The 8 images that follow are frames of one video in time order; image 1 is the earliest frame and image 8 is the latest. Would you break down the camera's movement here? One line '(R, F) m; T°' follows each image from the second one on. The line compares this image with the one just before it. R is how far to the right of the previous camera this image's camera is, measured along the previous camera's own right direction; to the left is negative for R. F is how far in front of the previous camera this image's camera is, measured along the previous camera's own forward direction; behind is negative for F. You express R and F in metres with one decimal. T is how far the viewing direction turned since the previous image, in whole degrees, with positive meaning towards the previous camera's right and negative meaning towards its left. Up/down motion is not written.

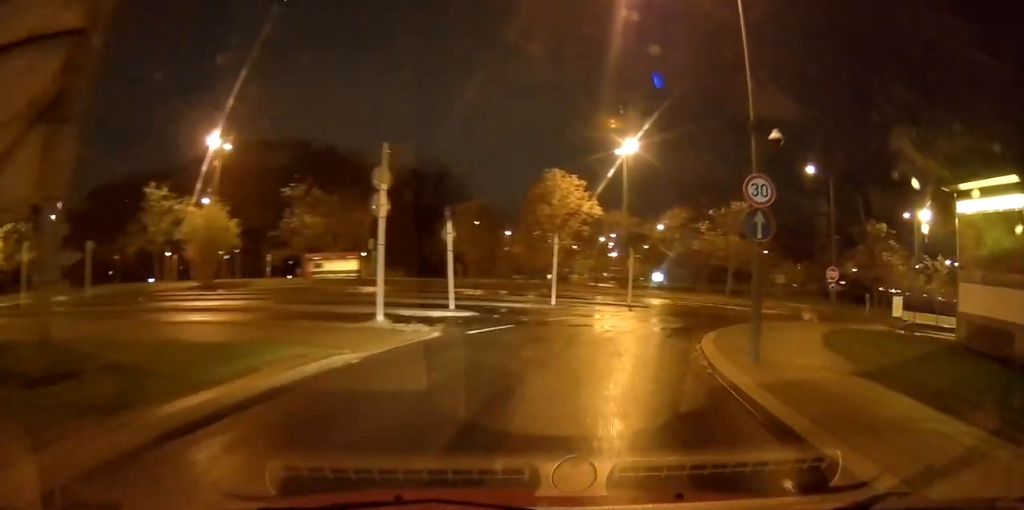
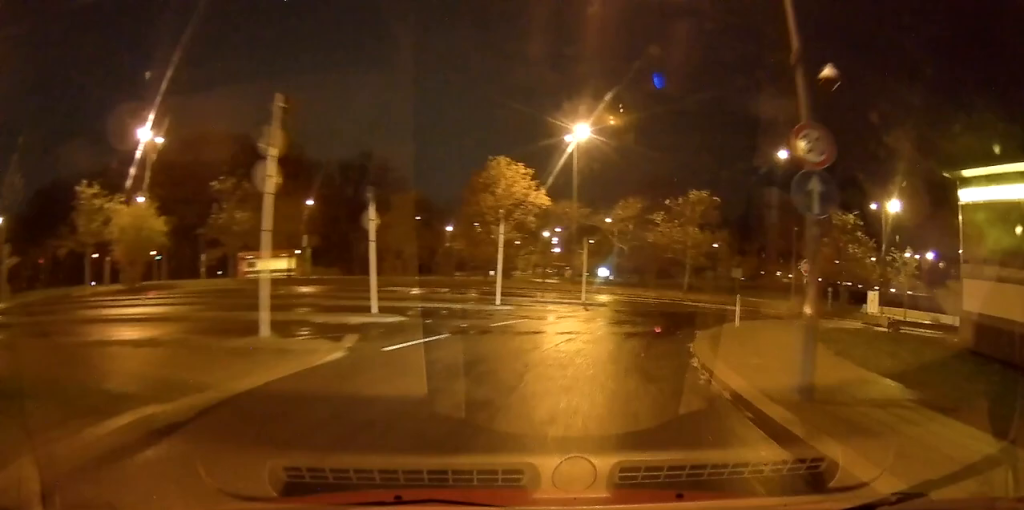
(0.0, +3.2) m; +4°
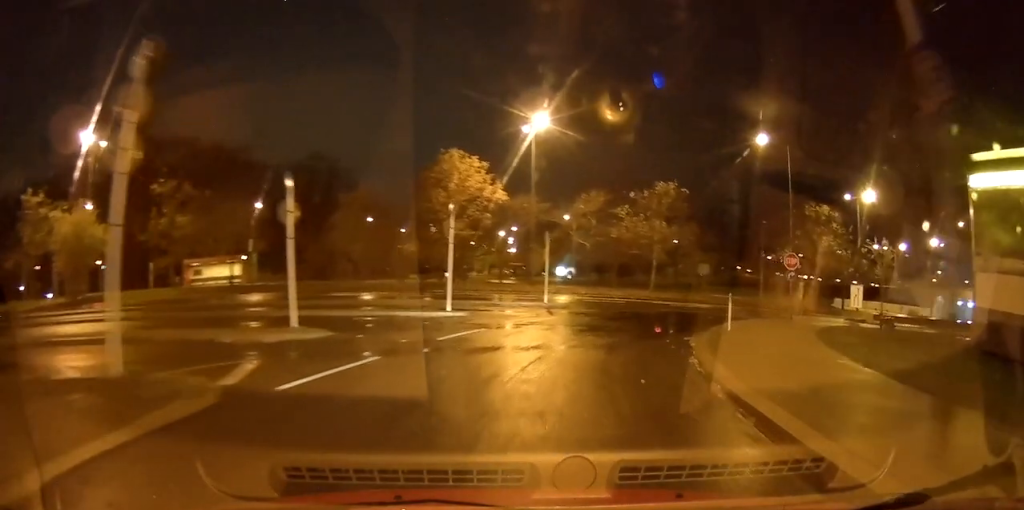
(+0.2, +2.6) m; +5°
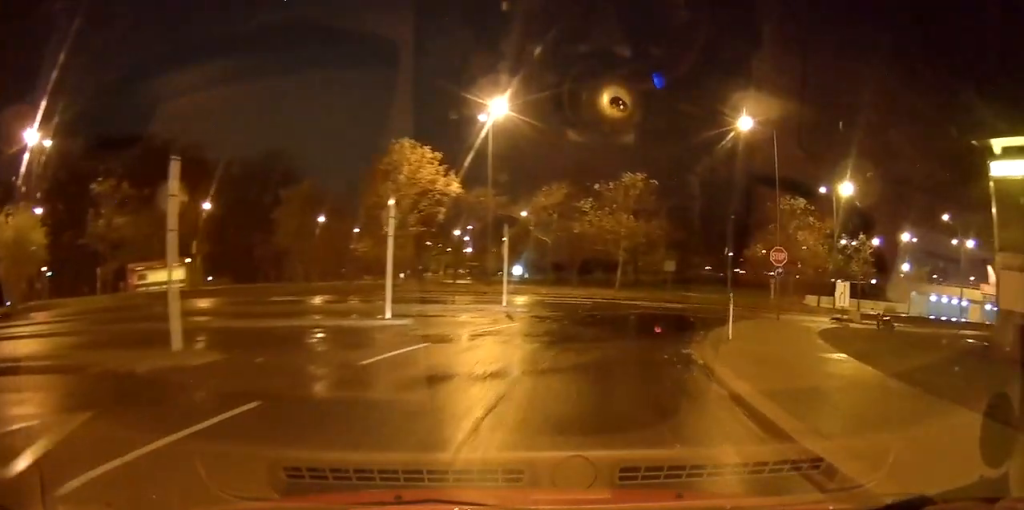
(+0.1, +3.0) m; +5°
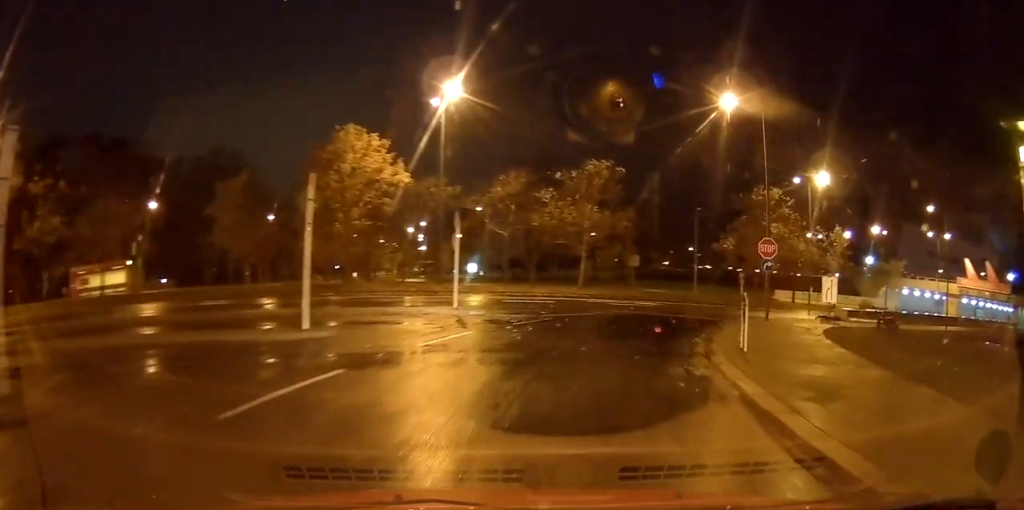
(+0.1, +4.1) m; +4°
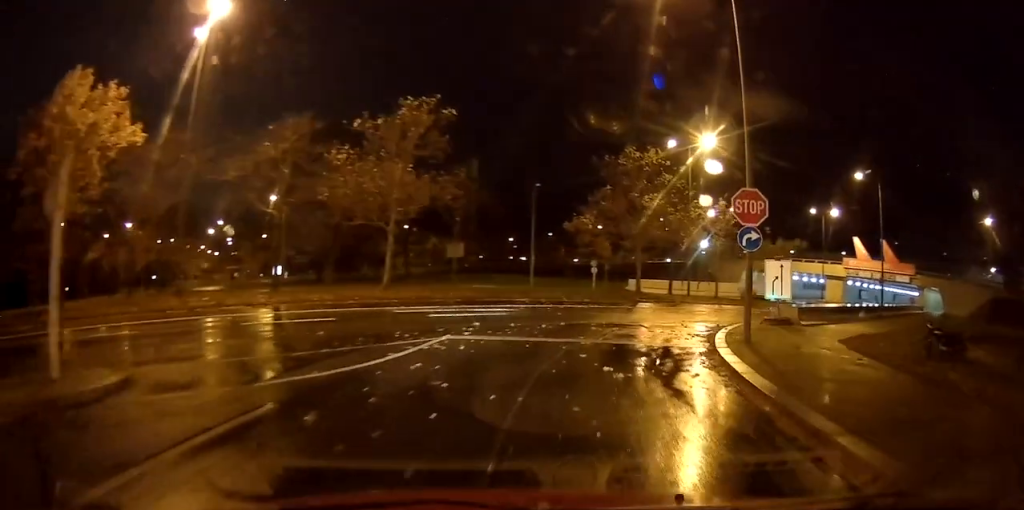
(+3.0, +13.7) m; +23°
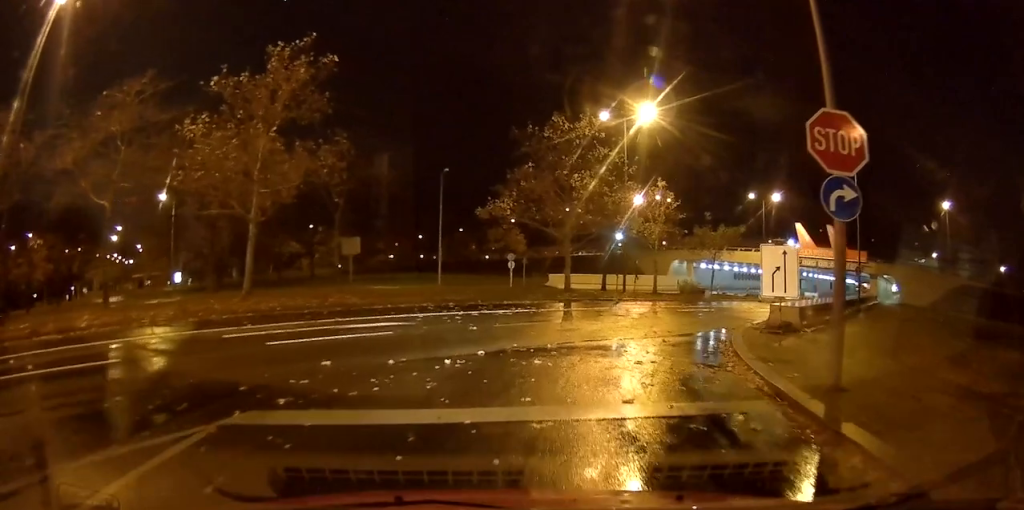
(+0.1, +7.5) m; +7°
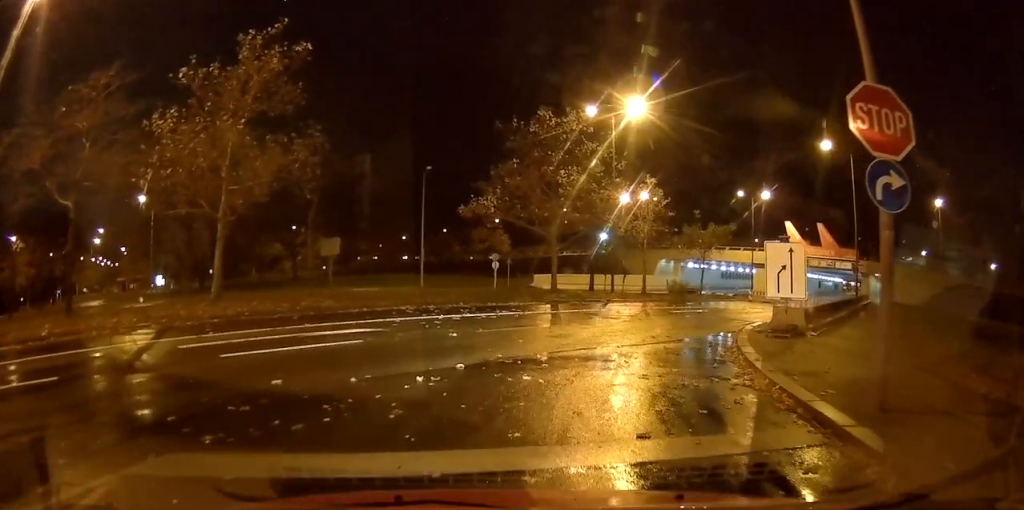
(+0.1, +2.5) m; +6°
